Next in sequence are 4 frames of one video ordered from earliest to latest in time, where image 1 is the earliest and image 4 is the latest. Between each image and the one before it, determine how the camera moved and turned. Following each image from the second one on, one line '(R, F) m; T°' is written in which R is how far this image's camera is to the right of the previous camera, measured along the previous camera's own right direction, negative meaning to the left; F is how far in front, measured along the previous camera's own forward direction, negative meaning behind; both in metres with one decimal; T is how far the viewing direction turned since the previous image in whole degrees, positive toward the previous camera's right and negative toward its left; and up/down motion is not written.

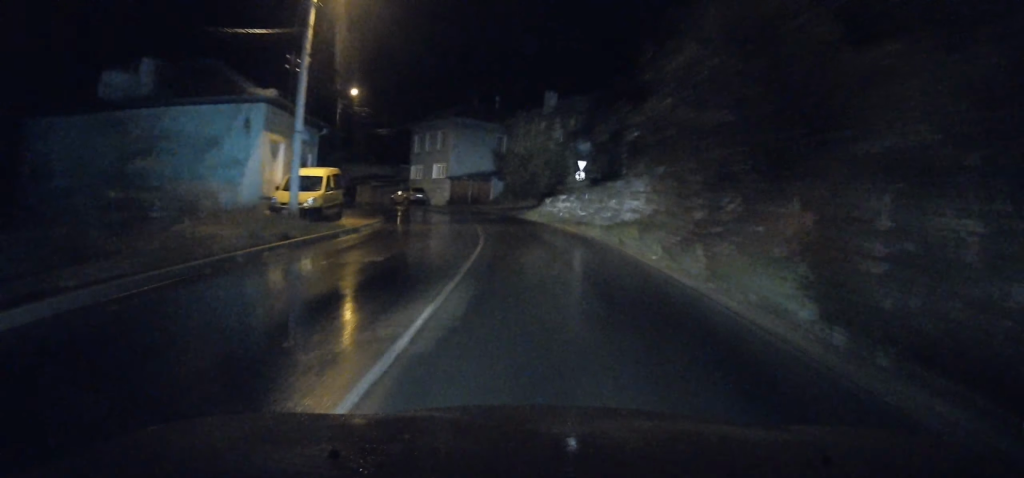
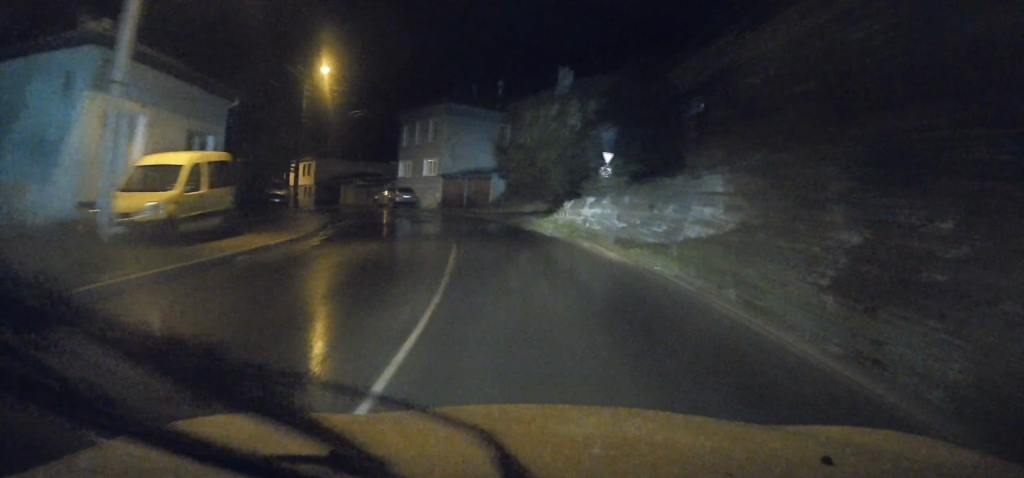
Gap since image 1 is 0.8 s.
(-0.3, +9.5) m; -4°
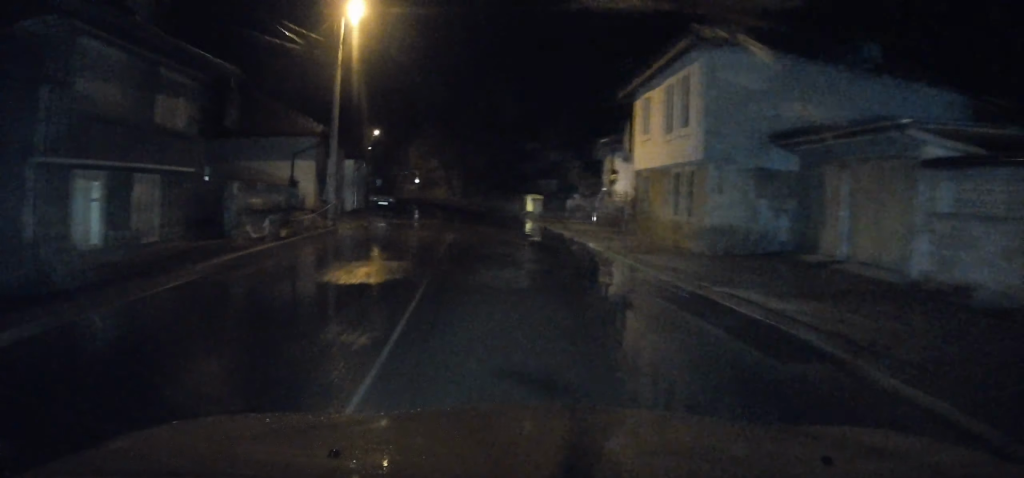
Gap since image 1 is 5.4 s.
(-14.1, +49.5) m; -35°
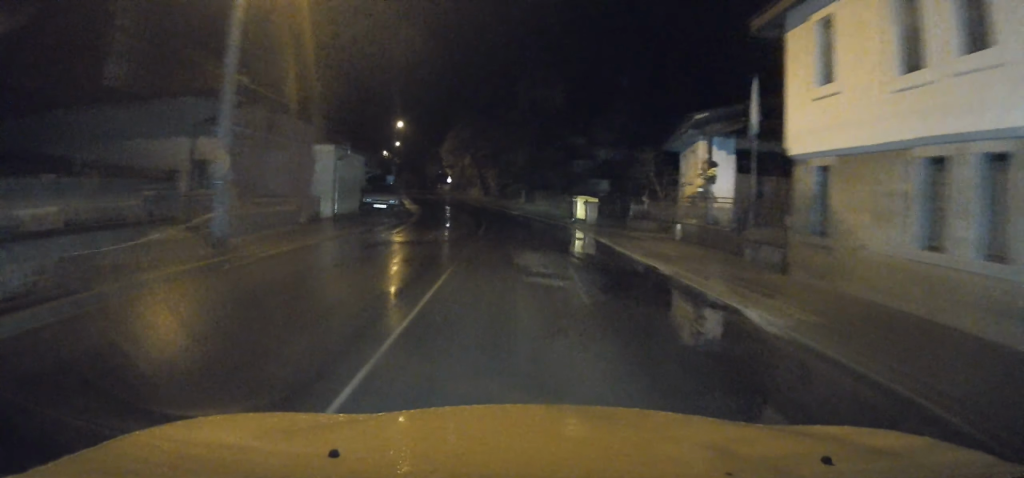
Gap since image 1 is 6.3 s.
(-0.6, +10.2) m; -3°
